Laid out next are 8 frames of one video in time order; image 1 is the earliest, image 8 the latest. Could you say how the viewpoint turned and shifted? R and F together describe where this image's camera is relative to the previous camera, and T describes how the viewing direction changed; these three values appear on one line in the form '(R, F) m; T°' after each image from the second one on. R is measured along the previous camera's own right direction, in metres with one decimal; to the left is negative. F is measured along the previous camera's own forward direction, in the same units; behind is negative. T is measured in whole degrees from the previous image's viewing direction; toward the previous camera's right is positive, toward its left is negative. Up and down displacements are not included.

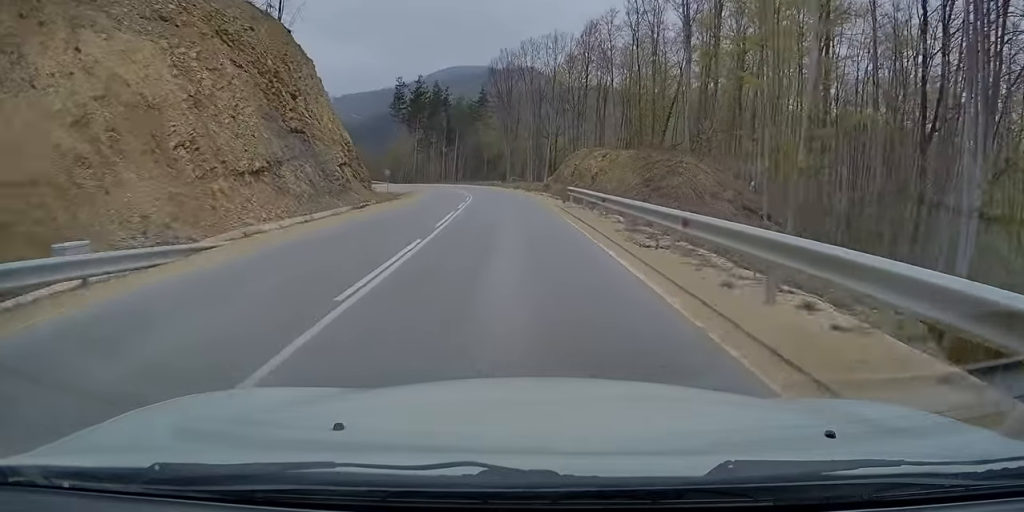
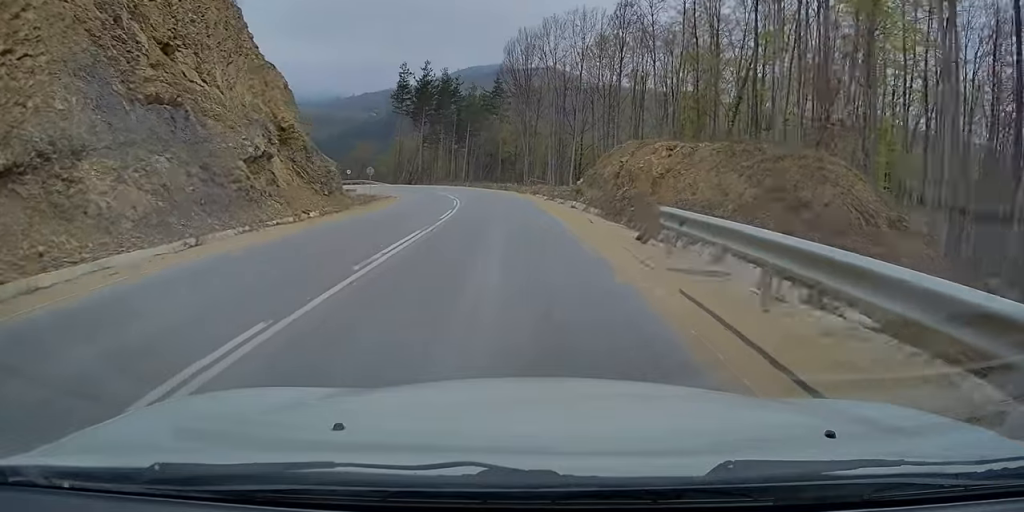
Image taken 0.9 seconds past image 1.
(+0.1, +16.2) m; -2°
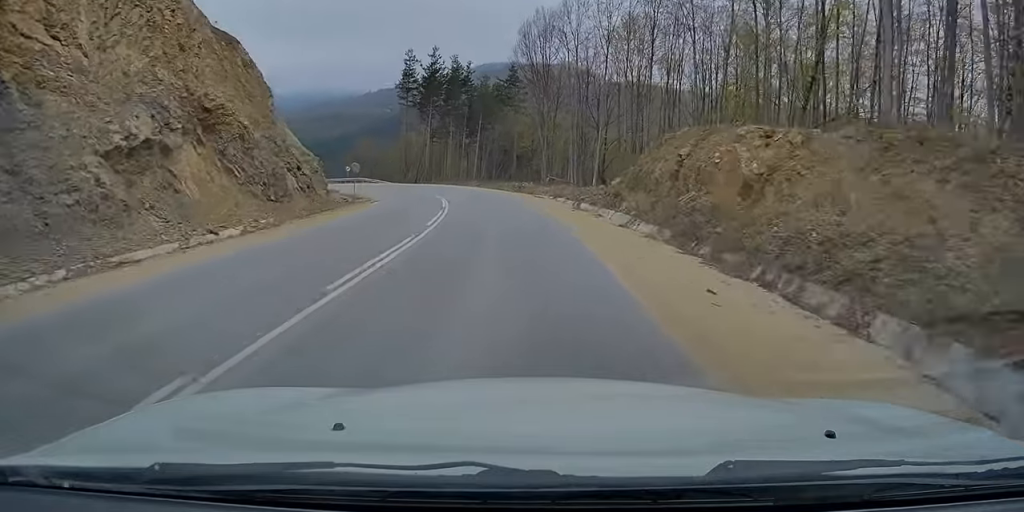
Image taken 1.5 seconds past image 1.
(-0.4, +10.2) m; -2°
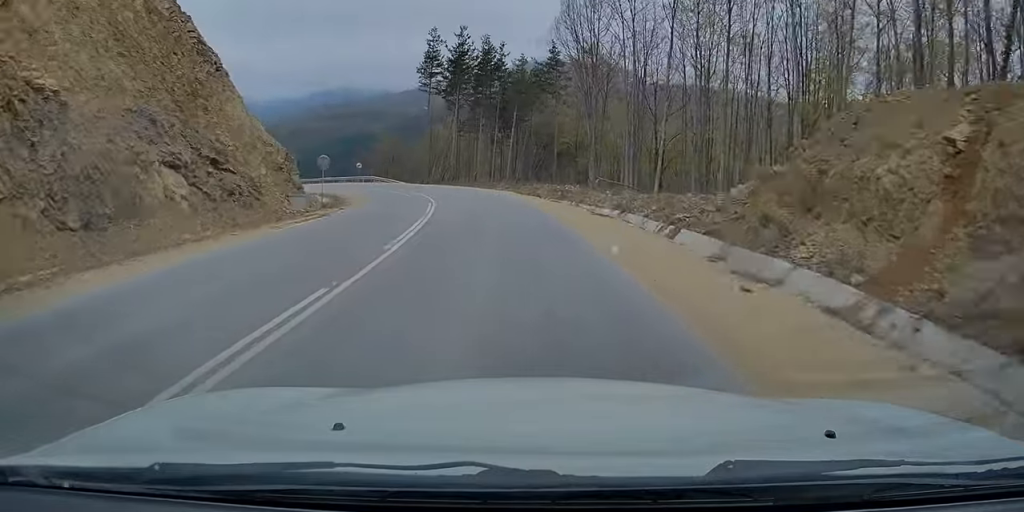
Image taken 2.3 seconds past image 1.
(-0.4, +15.1) m; -3°
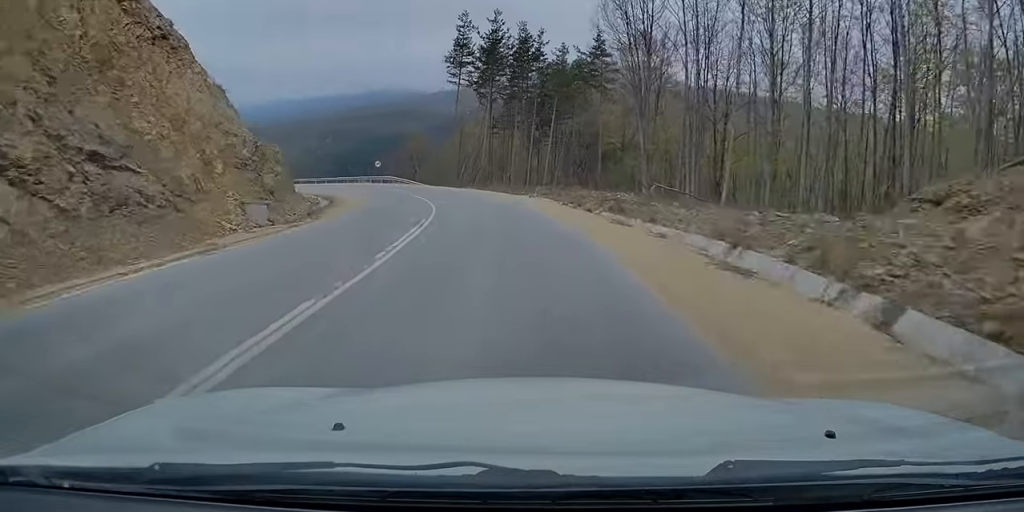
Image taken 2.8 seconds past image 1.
(-0.1, +9.6) m; -2°
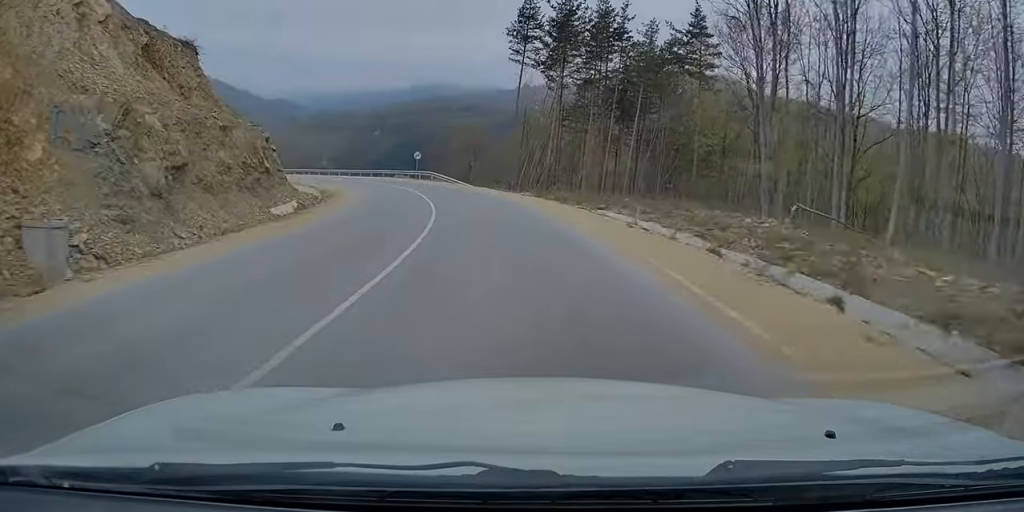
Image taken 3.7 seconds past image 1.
(-0.2, +15.1) m; -6°
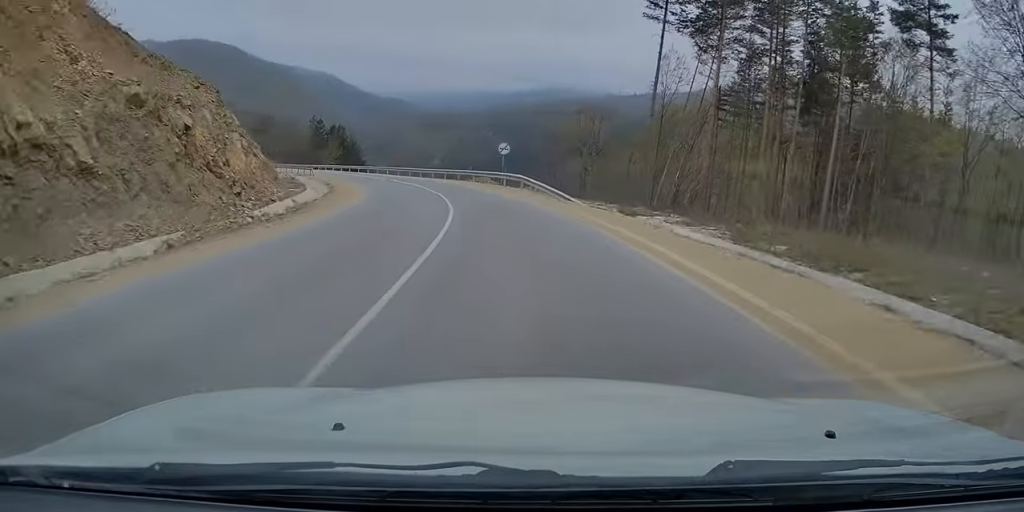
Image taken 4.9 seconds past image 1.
(-2.8, +21.3) m; -14°
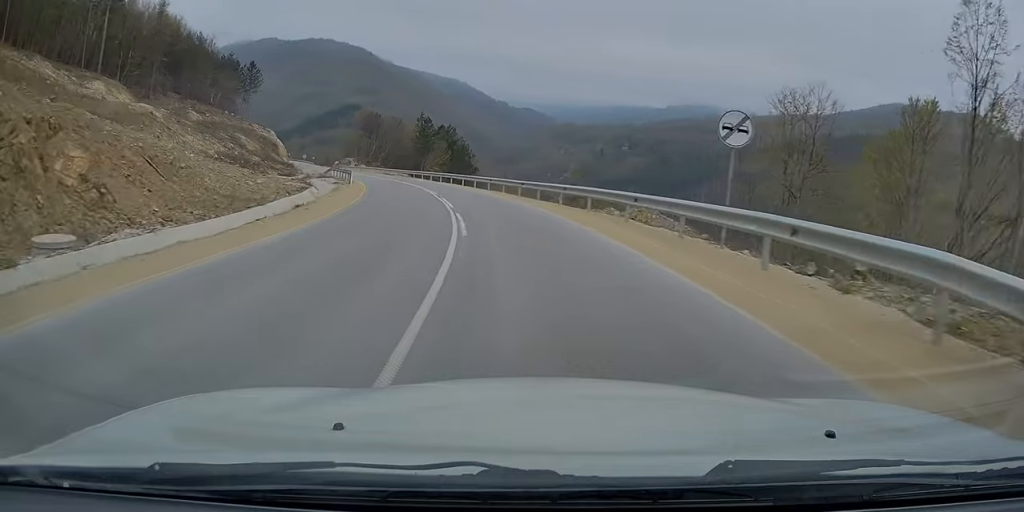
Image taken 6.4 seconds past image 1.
(-3.3, +26.8) m; -12°
